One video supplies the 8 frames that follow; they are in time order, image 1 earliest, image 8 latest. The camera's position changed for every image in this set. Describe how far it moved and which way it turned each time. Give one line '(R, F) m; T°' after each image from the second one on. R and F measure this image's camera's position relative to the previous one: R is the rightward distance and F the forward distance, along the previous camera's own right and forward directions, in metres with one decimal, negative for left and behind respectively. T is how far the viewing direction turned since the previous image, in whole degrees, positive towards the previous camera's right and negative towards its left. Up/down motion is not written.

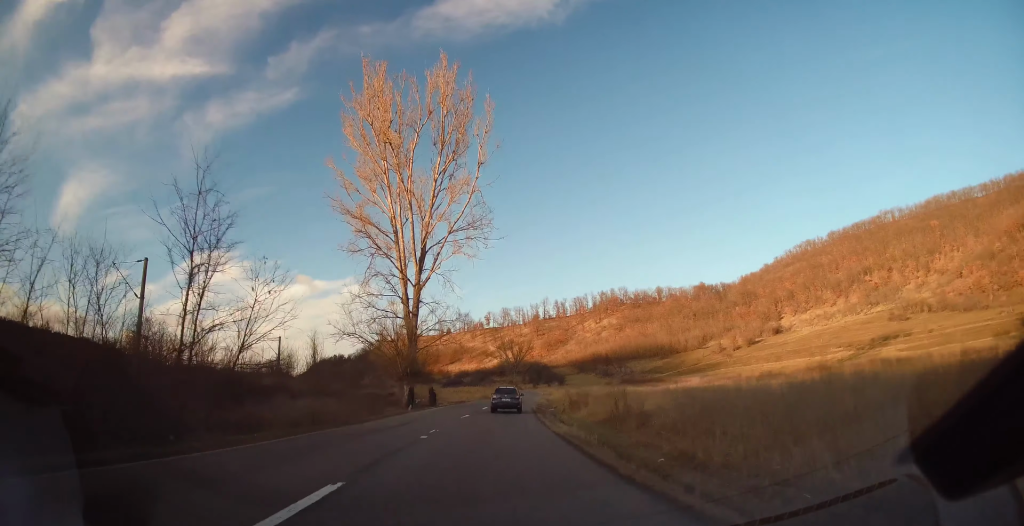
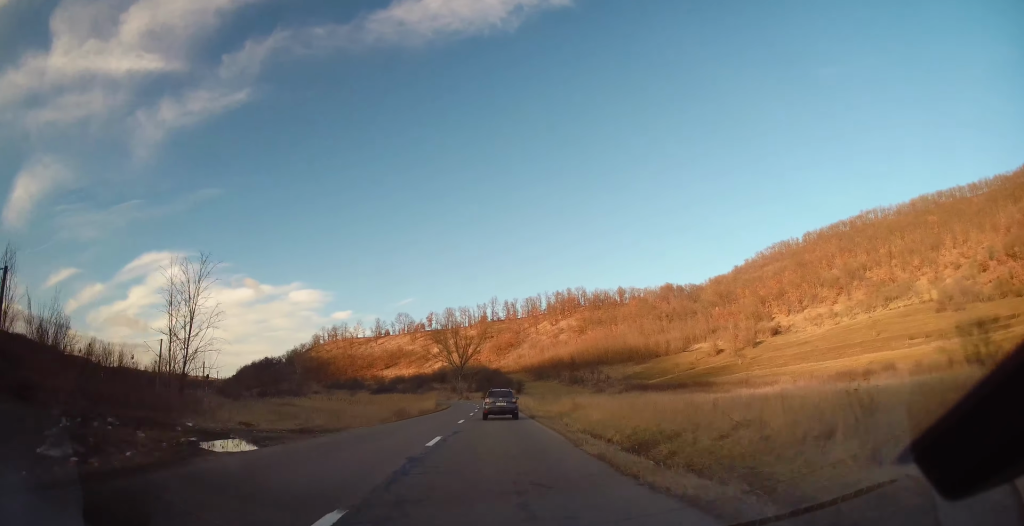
(+2.8, +46.4) m; +6°
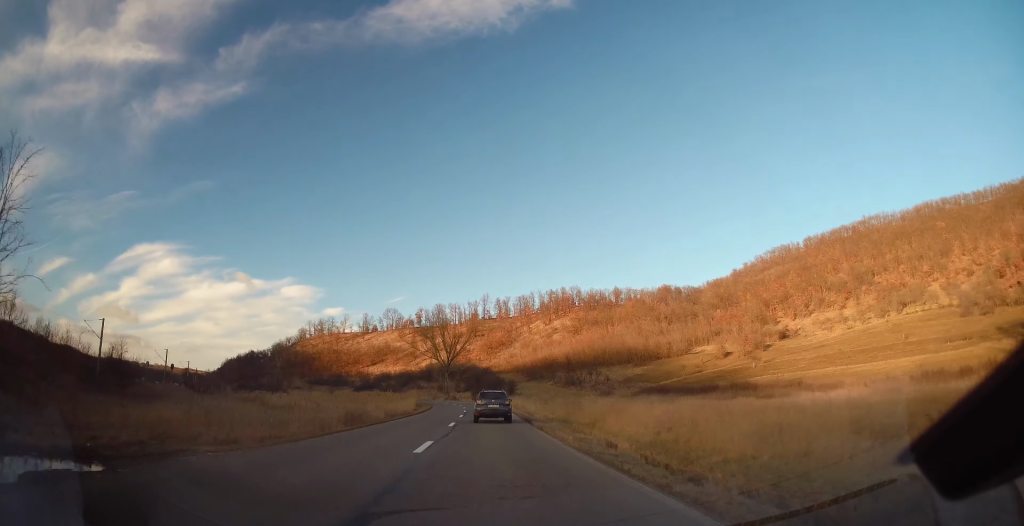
(+0.1, +13.0) m; 0°
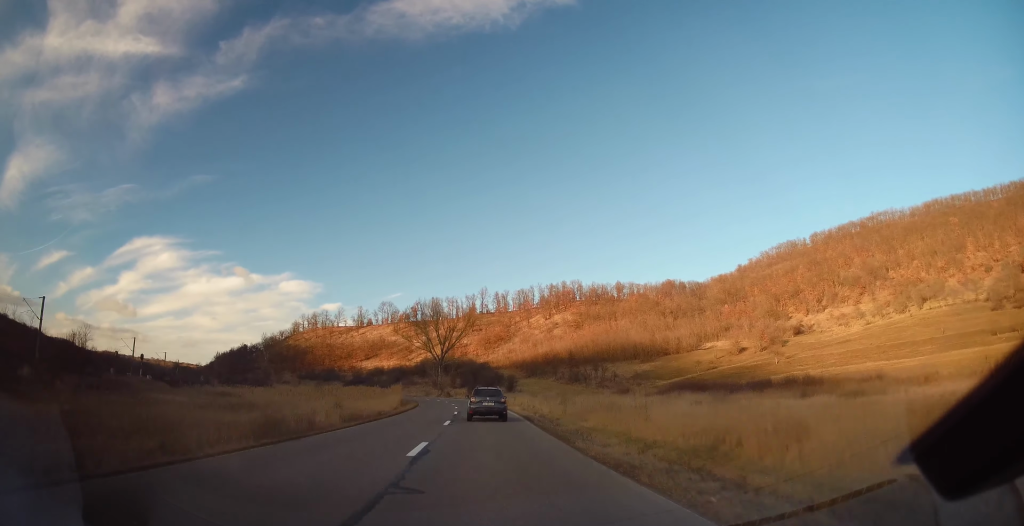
(0.0, +12.1) m; 0°
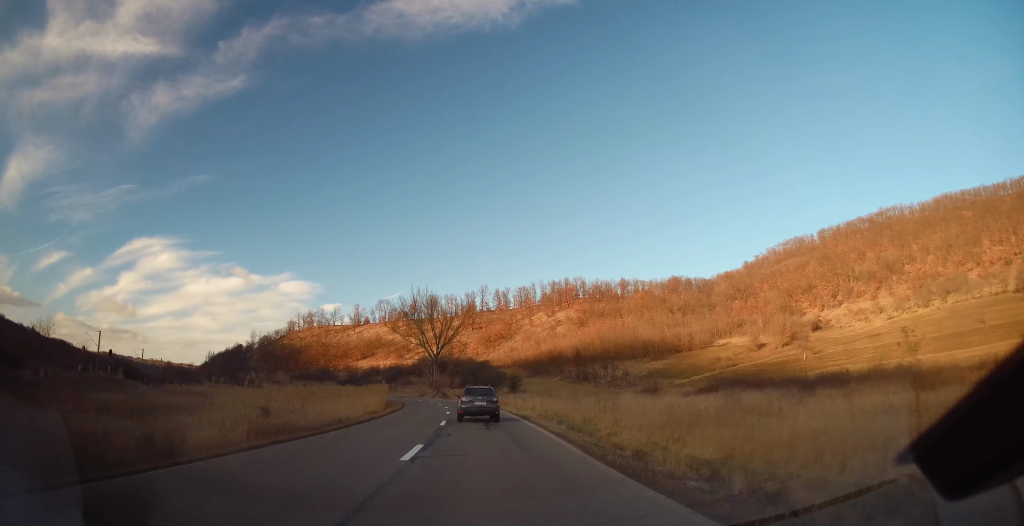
(-0.1, +11.8) m; -1°
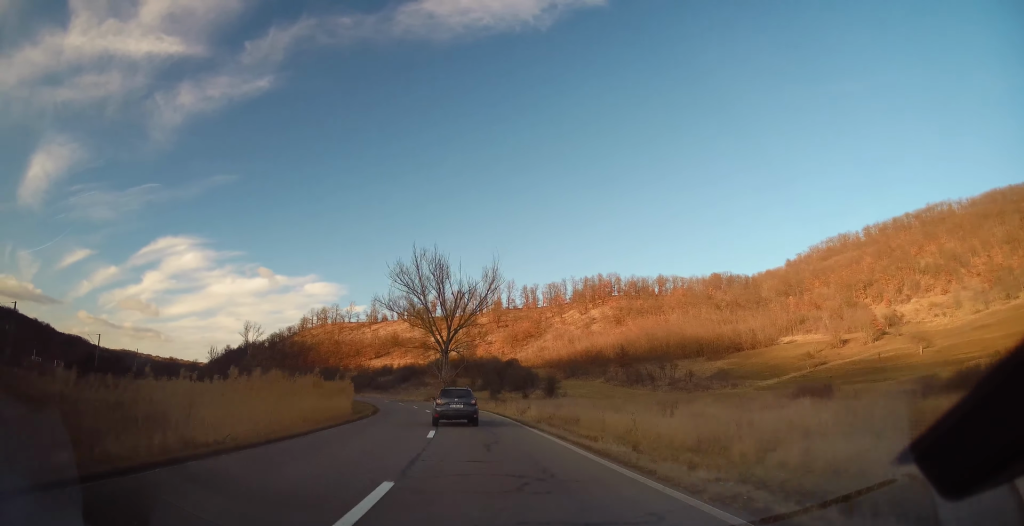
(-0.6, +28.7) m; -4°
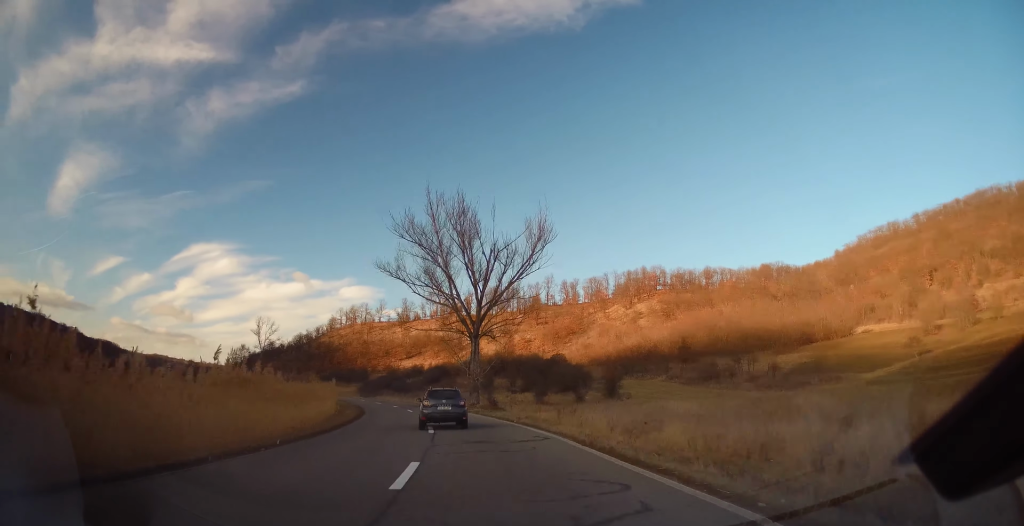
(-0.7, +20.5) m; -5°
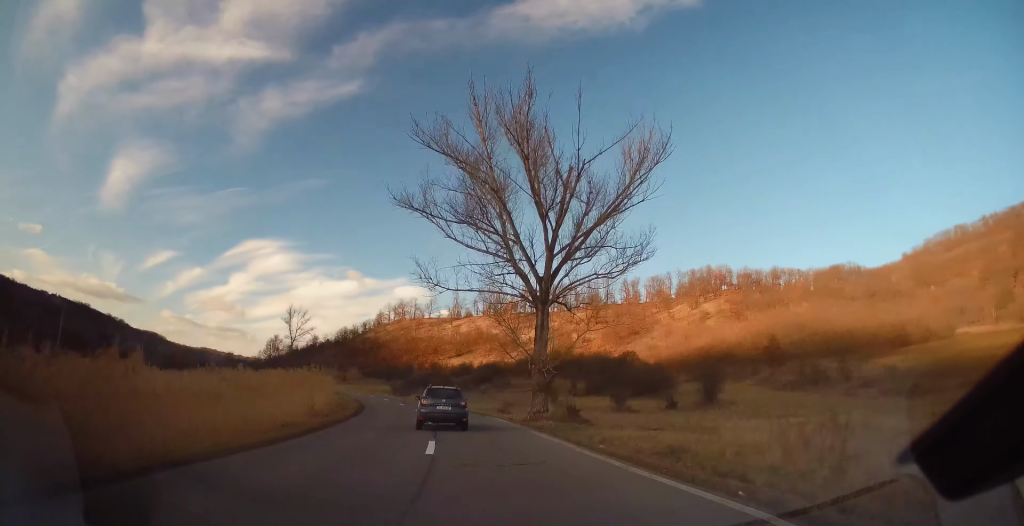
(-0.8, +18.4) m; -5°
